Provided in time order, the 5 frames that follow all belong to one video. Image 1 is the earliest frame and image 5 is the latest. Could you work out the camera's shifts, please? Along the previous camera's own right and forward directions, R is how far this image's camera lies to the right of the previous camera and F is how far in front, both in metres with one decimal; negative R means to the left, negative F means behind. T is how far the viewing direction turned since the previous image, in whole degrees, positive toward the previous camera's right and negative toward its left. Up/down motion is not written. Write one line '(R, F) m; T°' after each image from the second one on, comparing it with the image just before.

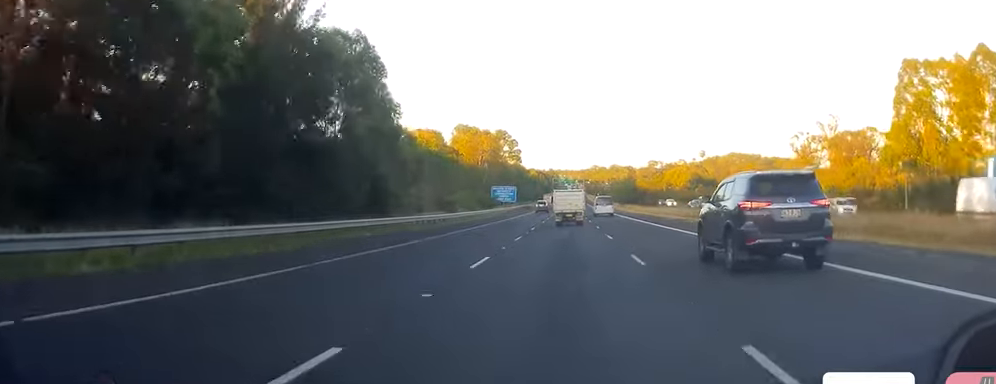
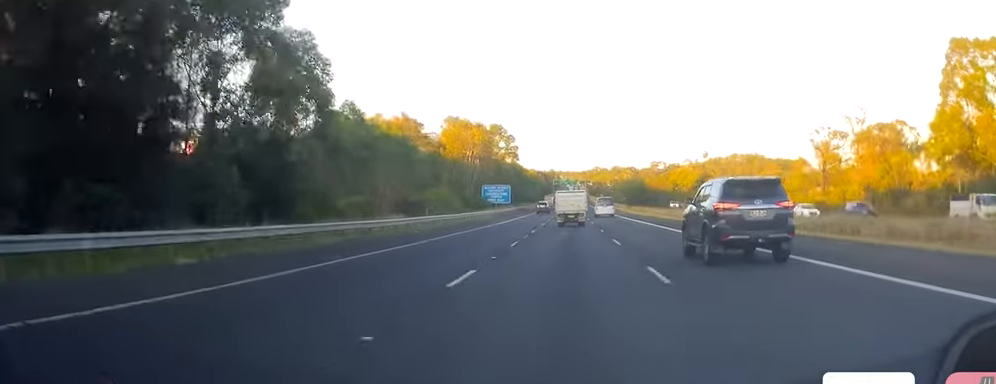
(-0.1, +15.1) m; -1°
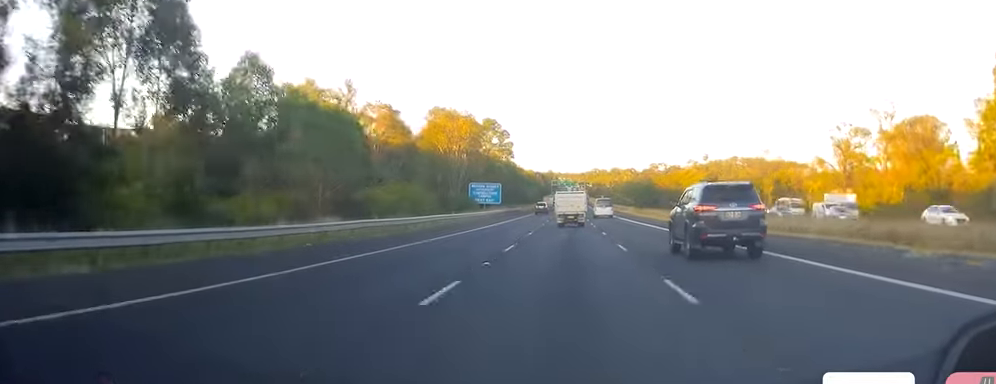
(-0.1, +14.3) m; 0°
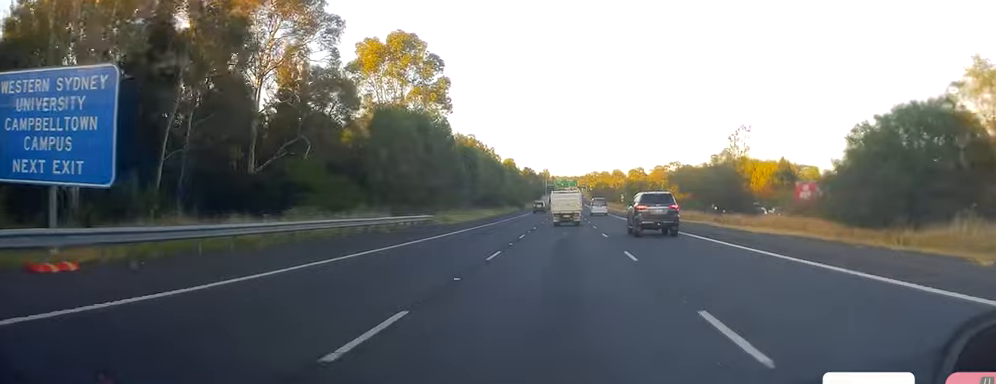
(+0.3, +86.6) m; -1°
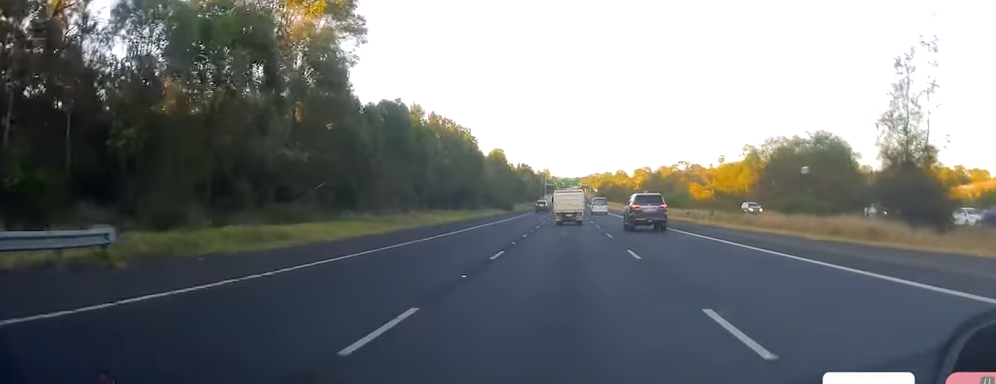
(+0.3, +36.0) m; +1°
